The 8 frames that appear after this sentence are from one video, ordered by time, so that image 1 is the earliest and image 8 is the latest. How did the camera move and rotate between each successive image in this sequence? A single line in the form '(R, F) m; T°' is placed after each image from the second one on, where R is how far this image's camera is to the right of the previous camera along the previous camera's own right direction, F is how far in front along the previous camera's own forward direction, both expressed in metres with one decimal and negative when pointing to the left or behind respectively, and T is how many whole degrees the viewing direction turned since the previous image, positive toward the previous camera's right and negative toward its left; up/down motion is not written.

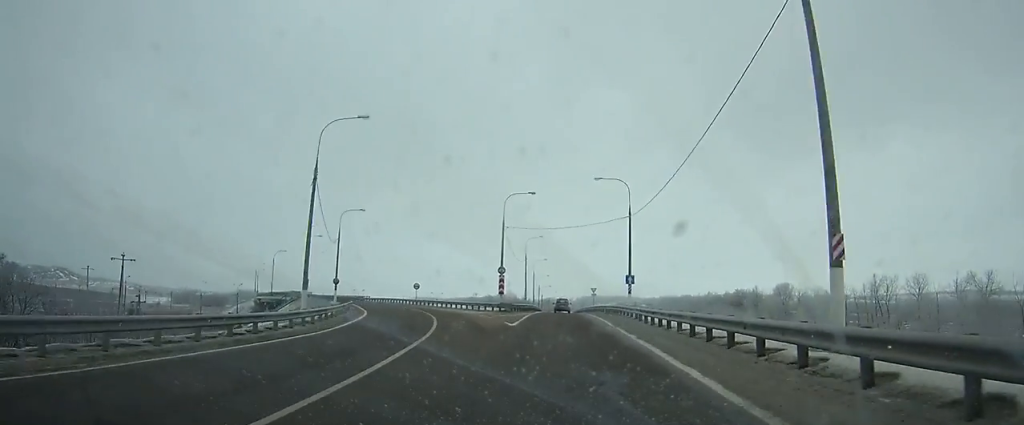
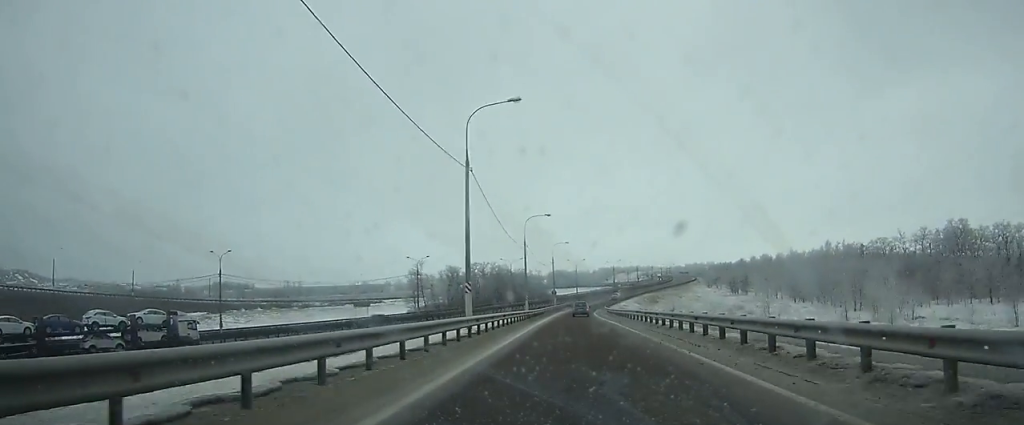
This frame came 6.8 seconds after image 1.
(-2.2, +126.5) m; 0°
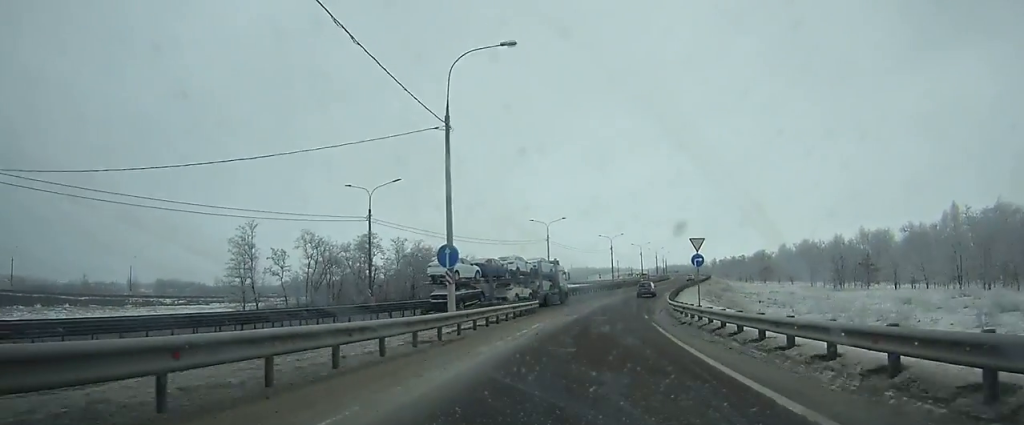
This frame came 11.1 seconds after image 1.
(+4.3, +73.6) m; +9°
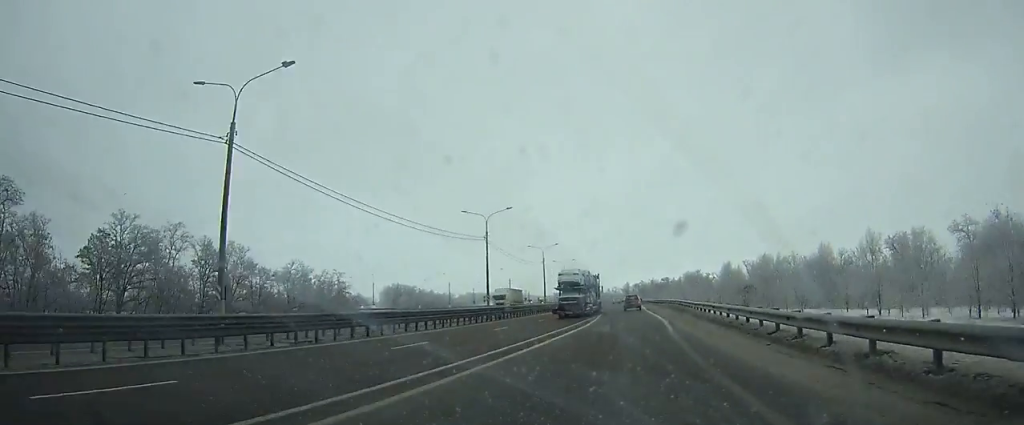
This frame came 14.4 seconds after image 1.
(+4.3, +55.9) m; +7°
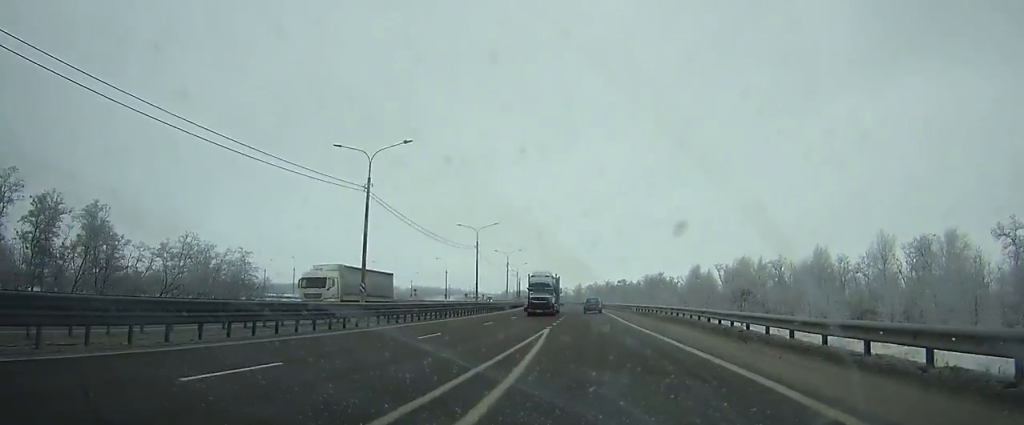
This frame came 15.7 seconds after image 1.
(+0.4, +22.3) m; +2°
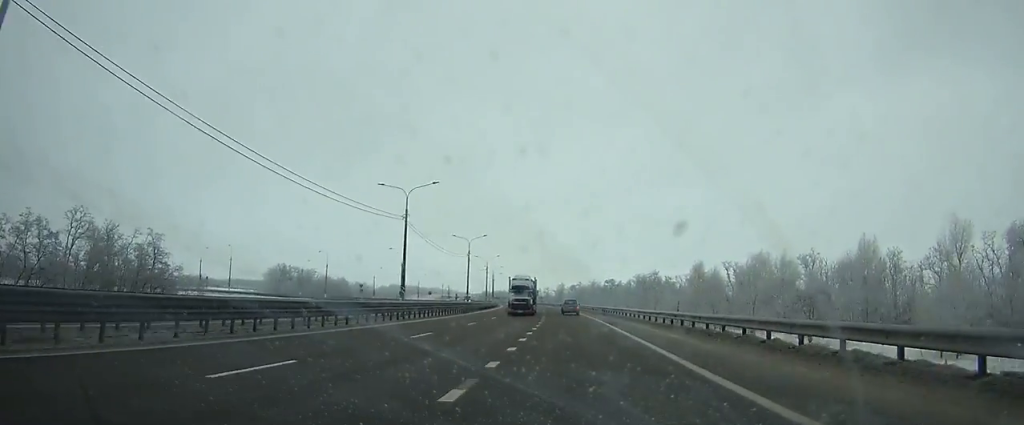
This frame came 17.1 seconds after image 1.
(+0.4, +24.8) m; 0°
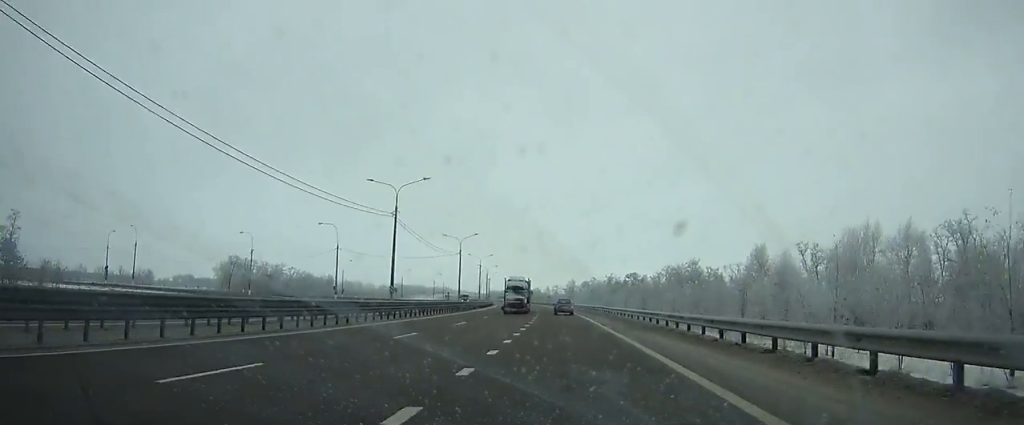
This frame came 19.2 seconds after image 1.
(+0.1, +37.8) m; -1°
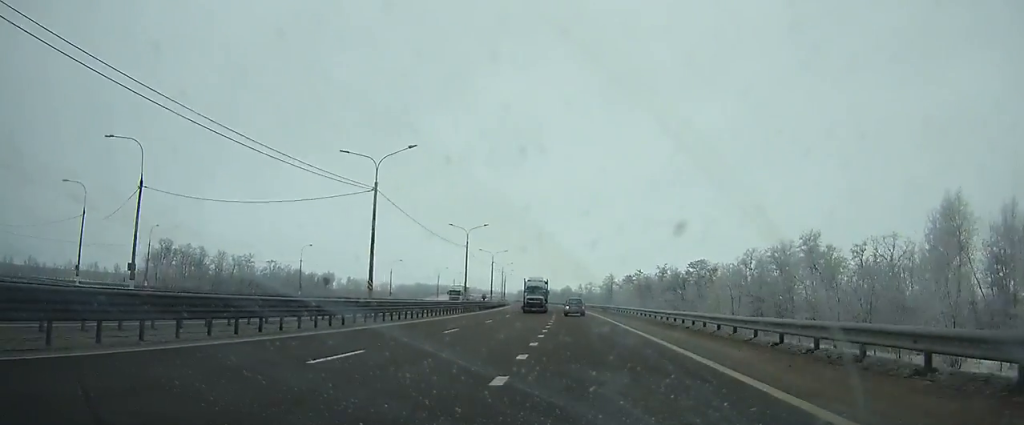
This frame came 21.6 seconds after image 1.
(-0.8, +44.9) m; -3°
